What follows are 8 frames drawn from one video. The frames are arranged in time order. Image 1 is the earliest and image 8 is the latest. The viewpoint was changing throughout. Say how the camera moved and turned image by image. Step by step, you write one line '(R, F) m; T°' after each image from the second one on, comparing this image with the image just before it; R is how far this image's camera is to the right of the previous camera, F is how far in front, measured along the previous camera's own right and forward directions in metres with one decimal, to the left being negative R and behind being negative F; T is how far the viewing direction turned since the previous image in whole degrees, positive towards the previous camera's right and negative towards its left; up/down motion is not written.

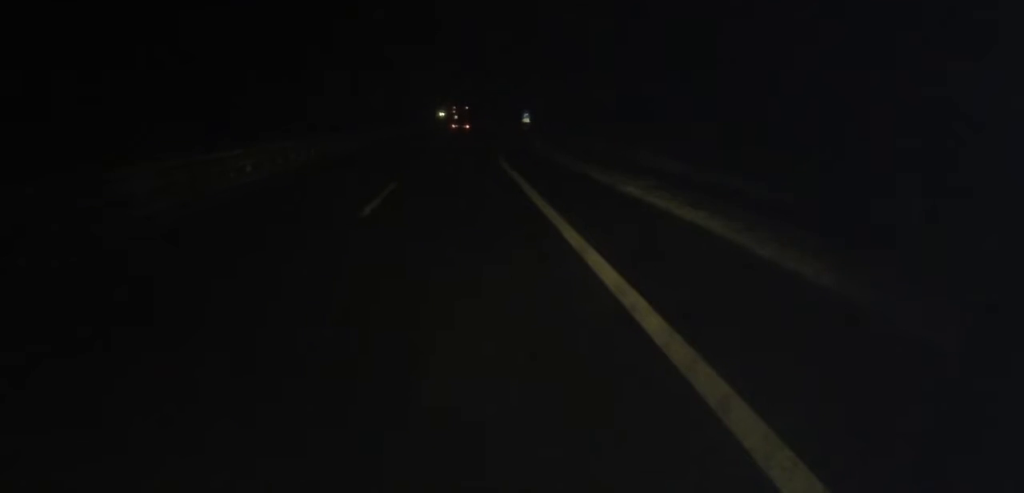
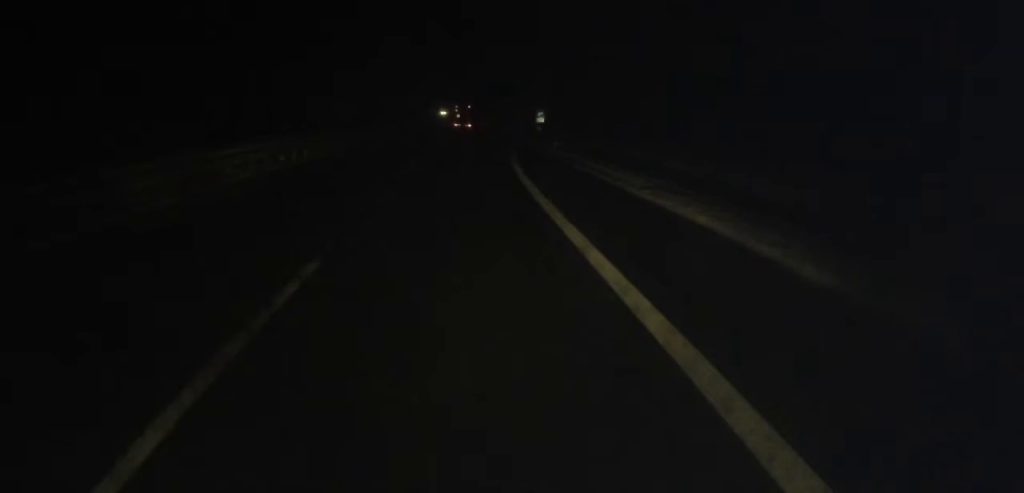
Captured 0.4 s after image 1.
(+0.2, +10.3) m; 0°
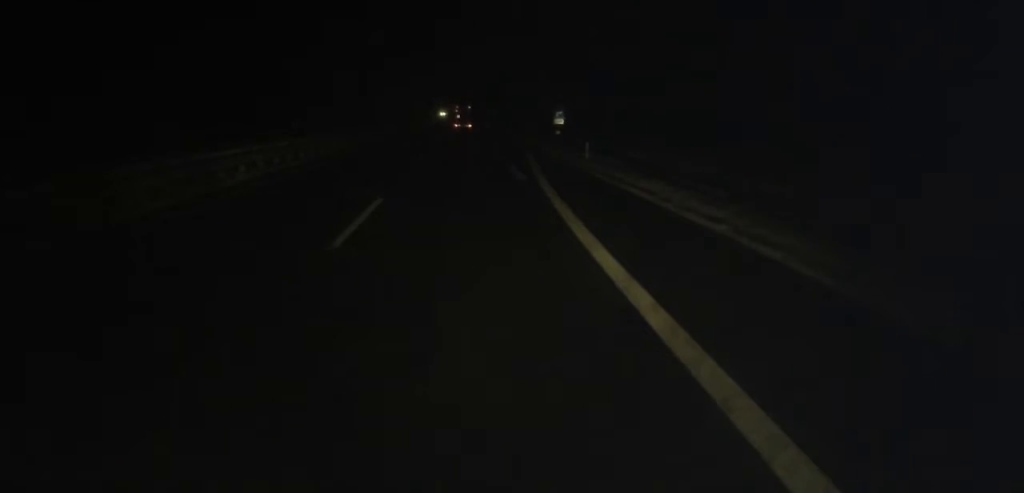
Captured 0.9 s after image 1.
(-0.2, +11.1) m; -1°
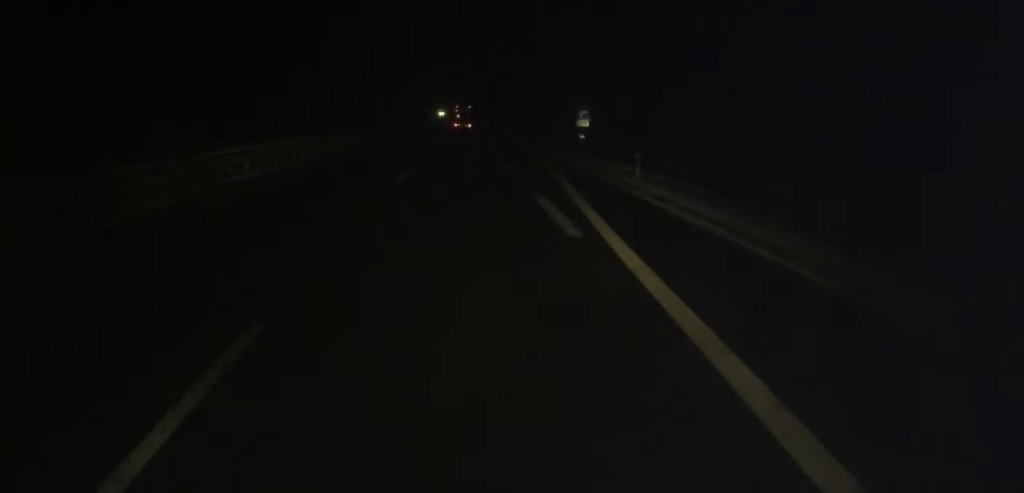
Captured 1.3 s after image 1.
(-0.1, +9.5) m; -1°
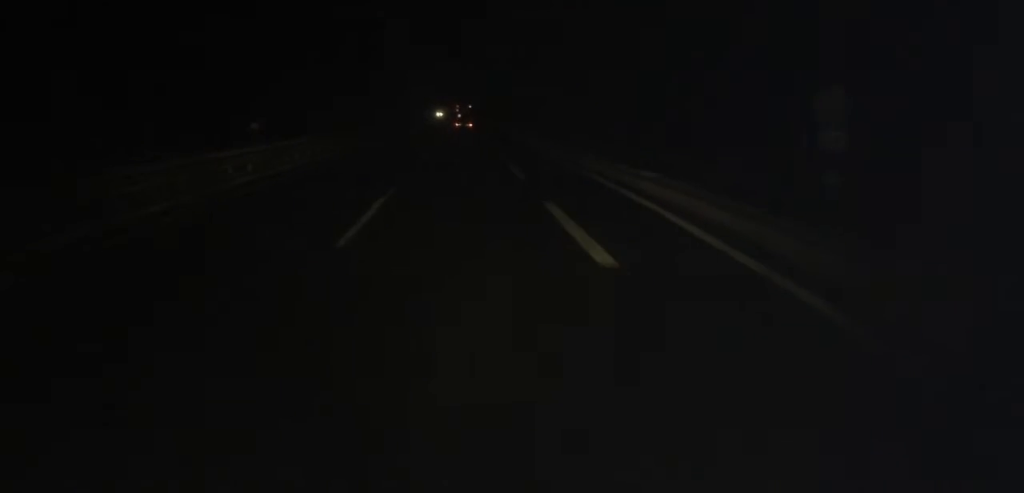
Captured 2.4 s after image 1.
(-0.1, +26.2) m; 0°
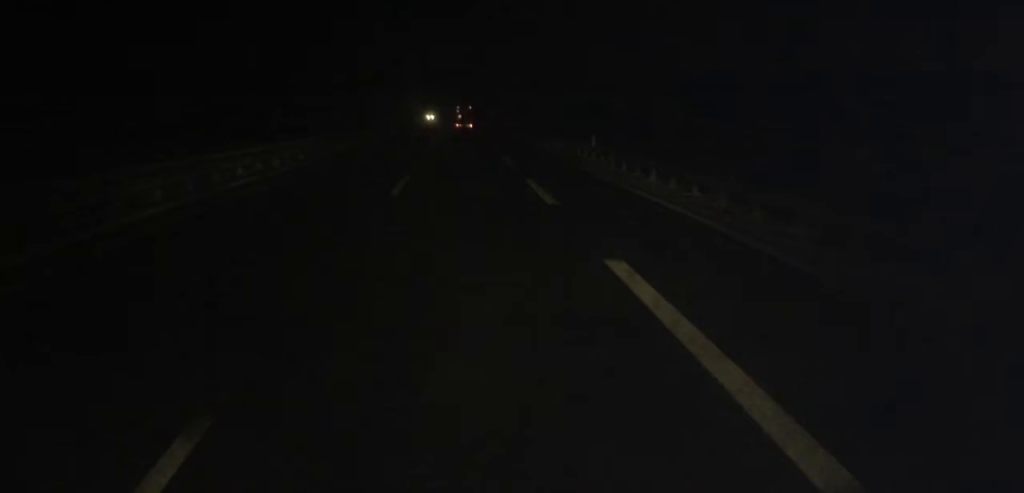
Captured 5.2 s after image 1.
(+1.0, +65.8) m; +1°
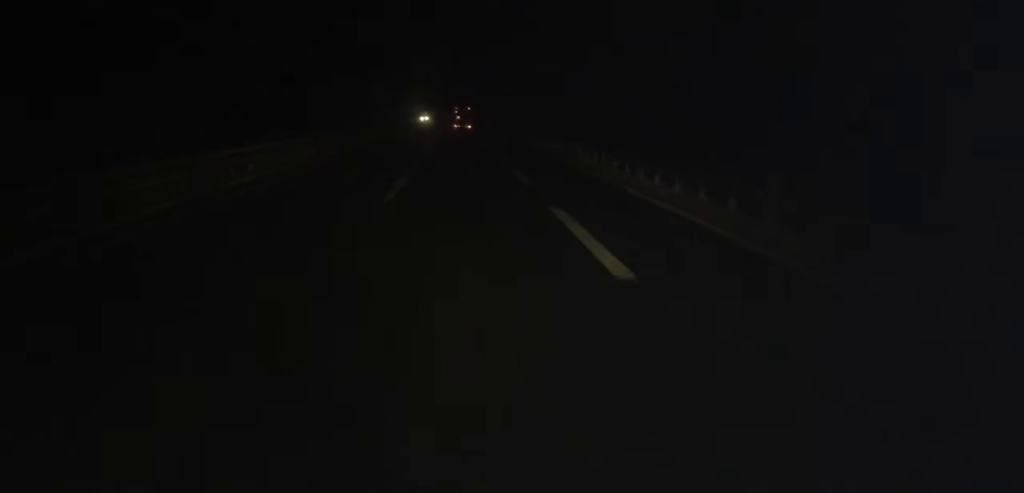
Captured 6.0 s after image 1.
(-0.2, +19.0) m; -1°
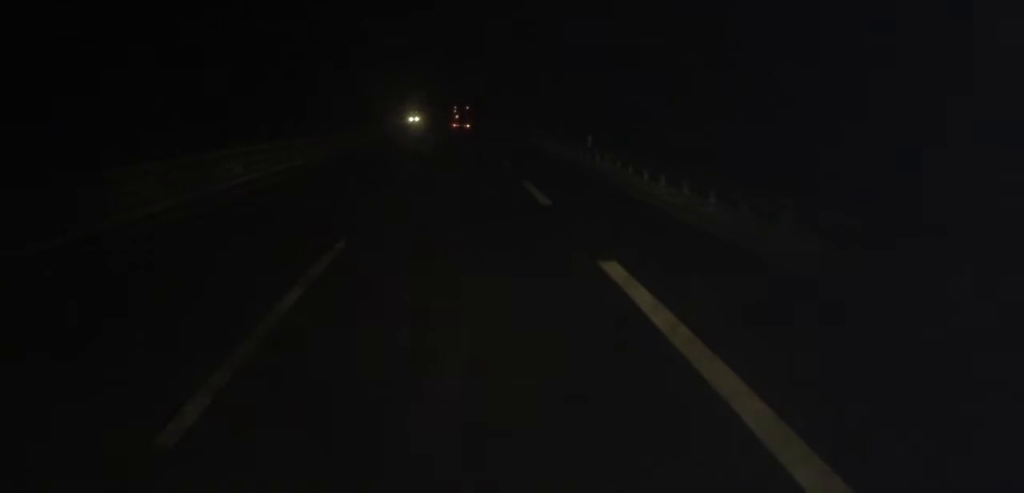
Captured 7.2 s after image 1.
(-0.2, +29.1) m; -1°
